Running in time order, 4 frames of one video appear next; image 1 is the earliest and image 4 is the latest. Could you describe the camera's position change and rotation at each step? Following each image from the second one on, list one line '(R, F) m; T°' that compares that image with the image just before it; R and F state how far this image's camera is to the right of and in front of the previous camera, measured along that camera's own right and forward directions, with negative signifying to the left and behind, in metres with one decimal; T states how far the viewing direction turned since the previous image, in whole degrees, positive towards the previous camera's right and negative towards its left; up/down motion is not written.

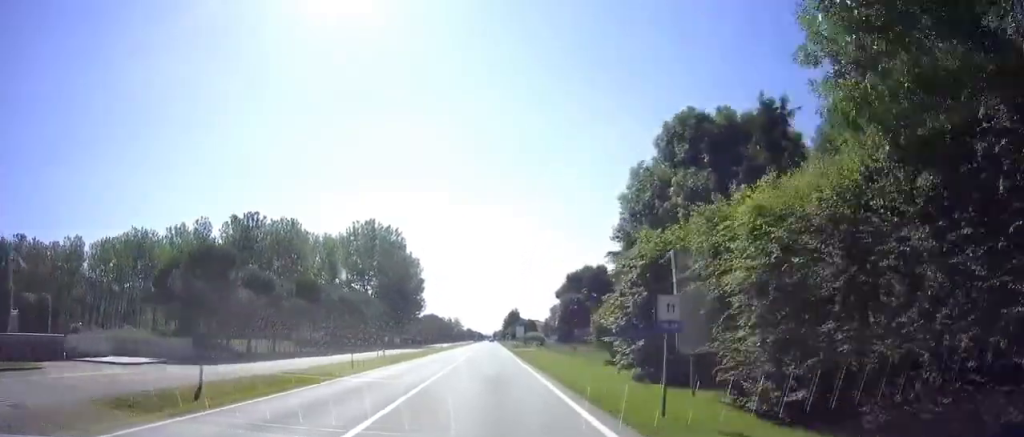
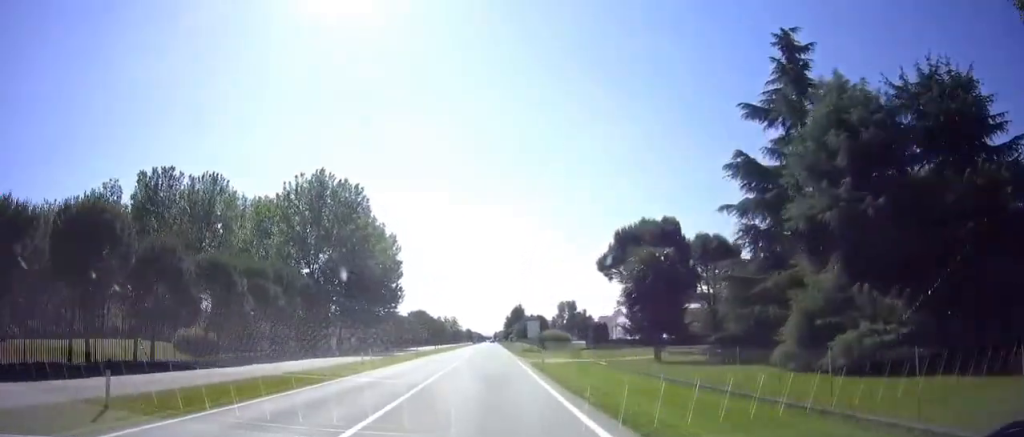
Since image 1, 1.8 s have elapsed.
(0.0, +31.2) m; +1°
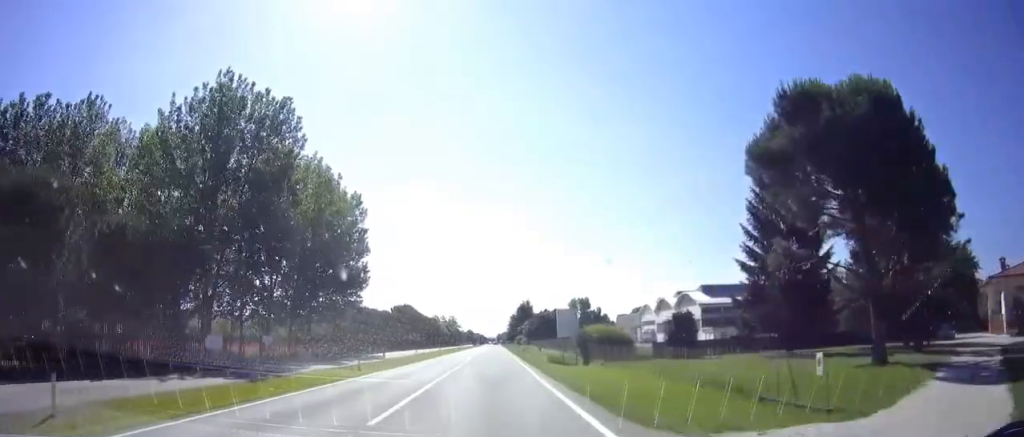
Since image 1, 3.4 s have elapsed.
(-0.1, +28.7) m; 0°
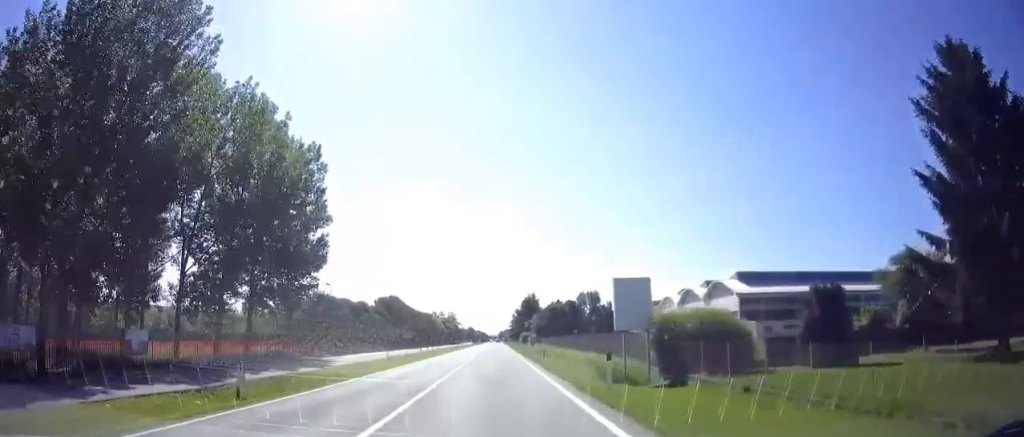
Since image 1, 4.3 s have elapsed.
(0.0, +16.8) m; +1°
